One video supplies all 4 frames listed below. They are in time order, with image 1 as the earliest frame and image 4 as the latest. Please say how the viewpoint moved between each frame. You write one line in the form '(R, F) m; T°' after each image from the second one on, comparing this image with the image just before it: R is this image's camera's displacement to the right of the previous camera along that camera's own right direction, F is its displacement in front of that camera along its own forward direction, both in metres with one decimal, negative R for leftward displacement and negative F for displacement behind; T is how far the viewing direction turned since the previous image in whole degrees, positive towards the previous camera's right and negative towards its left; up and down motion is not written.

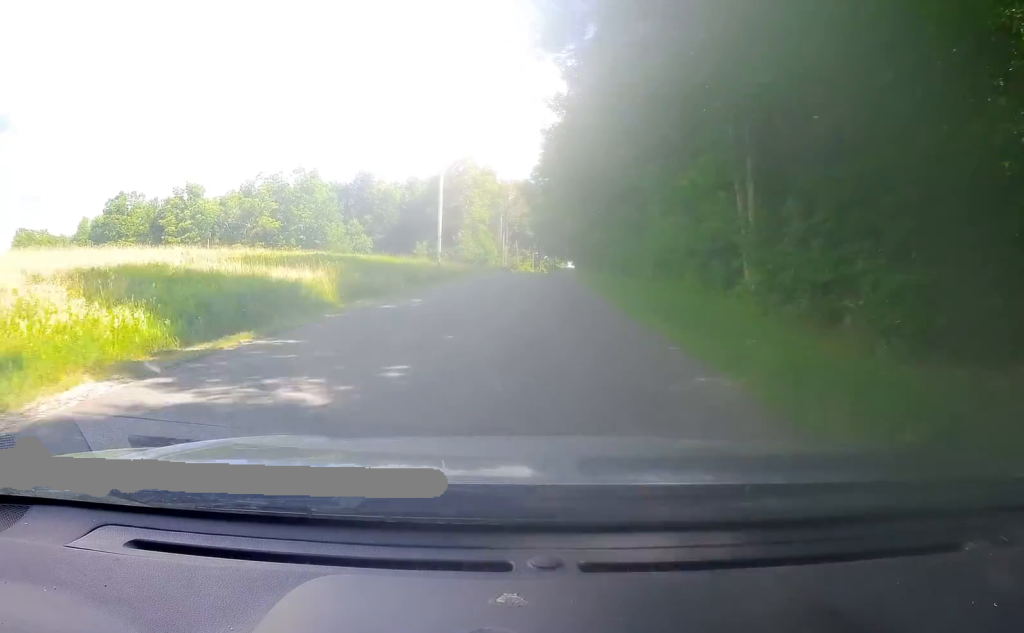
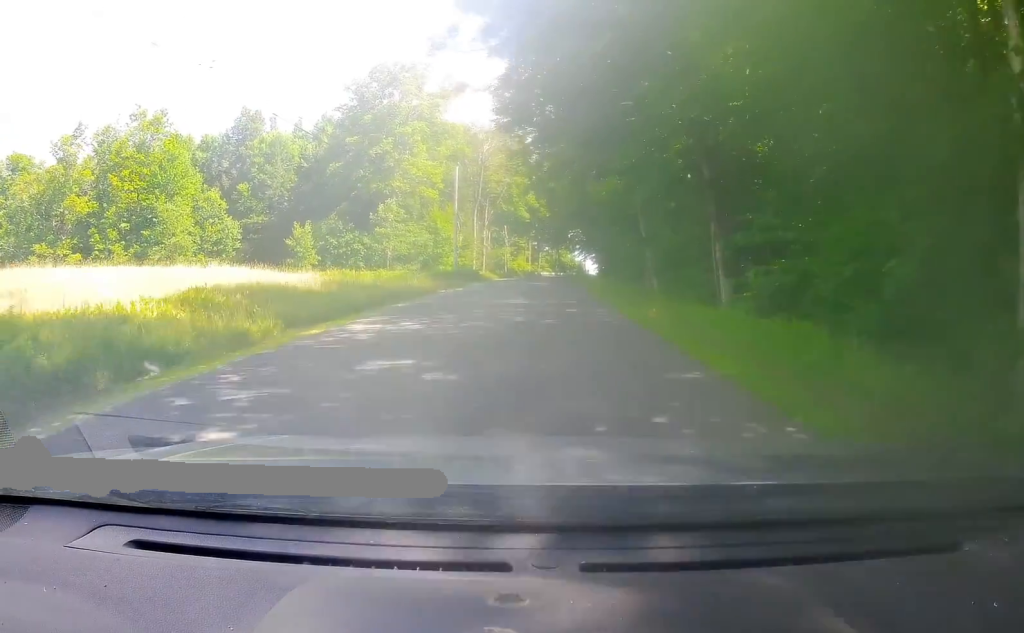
(+1.2, +60.0) m; +1°
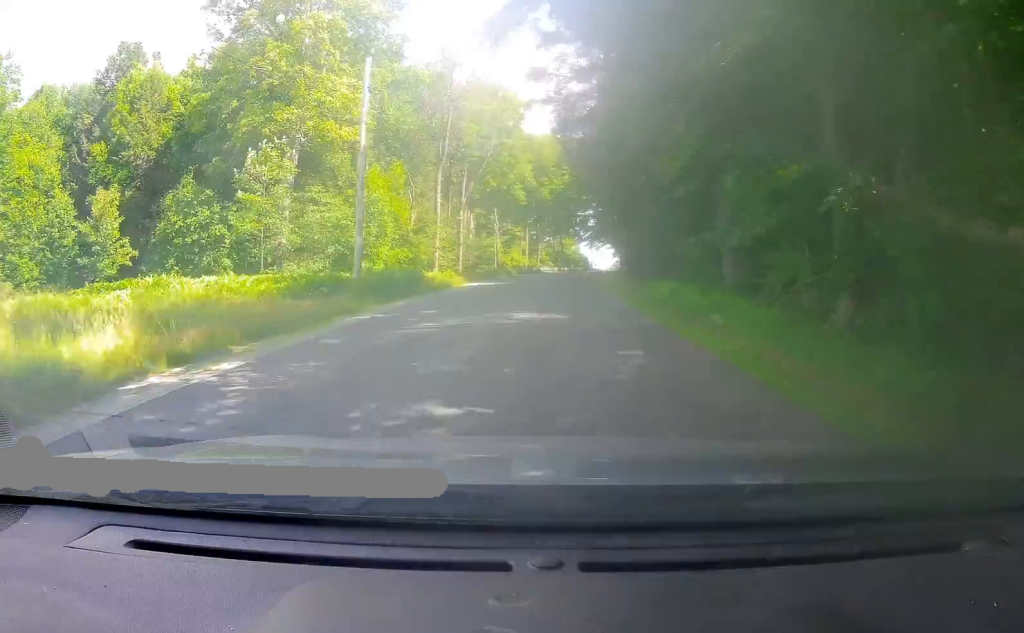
(-0.4, +29.4) m; -1°
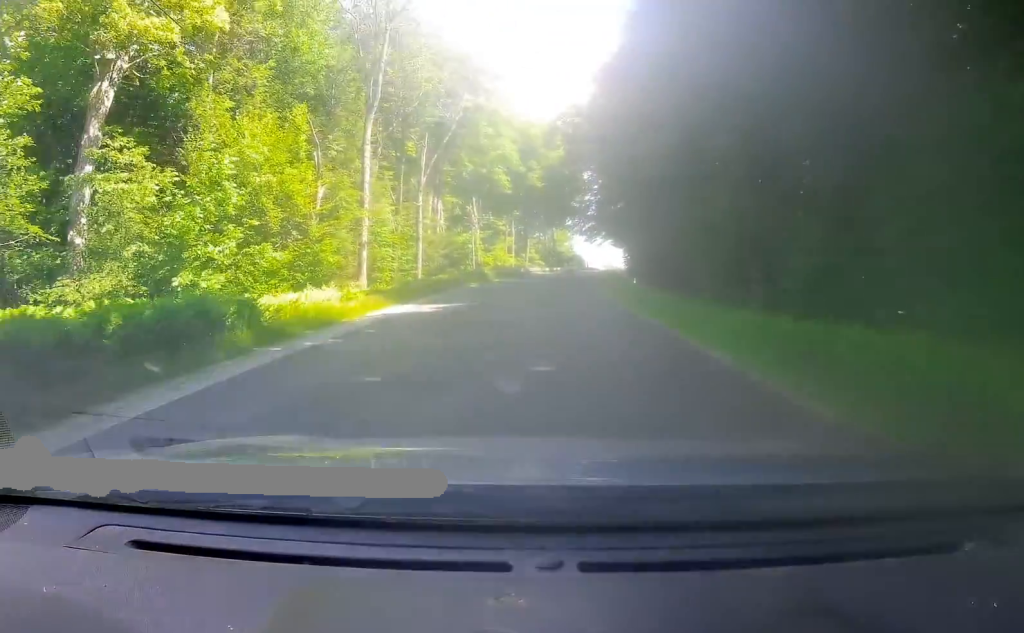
(+0.1, +19.1) m; +2°
